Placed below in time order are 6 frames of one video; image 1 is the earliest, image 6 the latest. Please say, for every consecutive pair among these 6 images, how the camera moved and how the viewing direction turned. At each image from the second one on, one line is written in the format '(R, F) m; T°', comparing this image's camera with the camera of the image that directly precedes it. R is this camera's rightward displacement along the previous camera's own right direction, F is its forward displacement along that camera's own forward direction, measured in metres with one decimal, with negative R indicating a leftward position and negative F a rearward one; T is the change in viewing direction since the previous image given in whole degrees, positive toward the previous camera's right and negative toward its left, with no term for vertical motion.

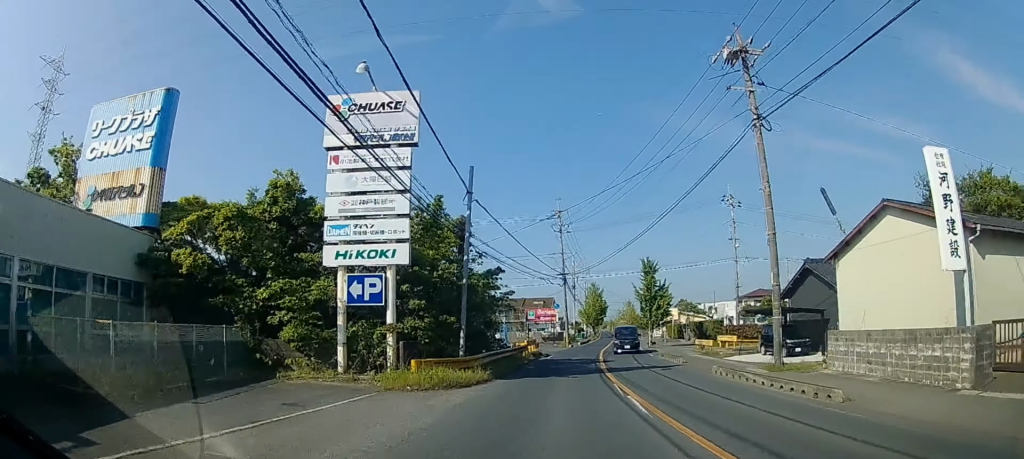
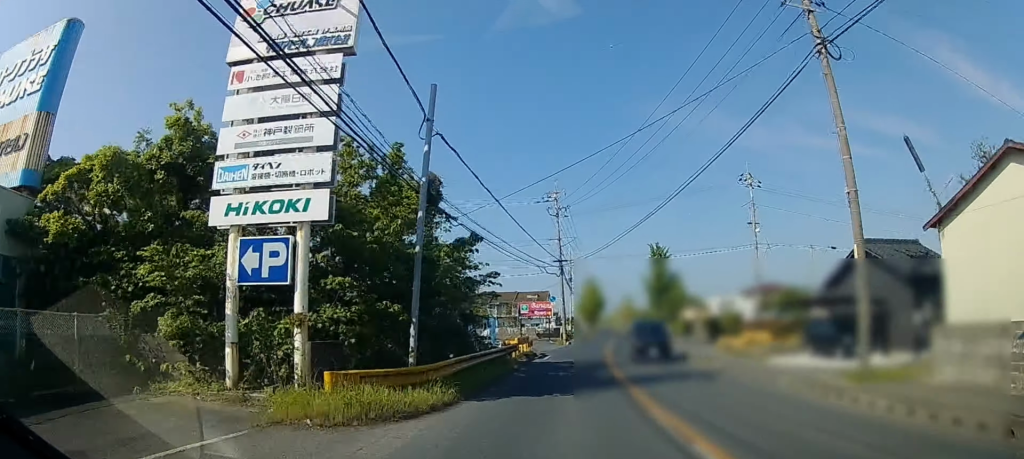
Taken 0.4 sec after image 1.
(0.0, +5.5) m; 0°
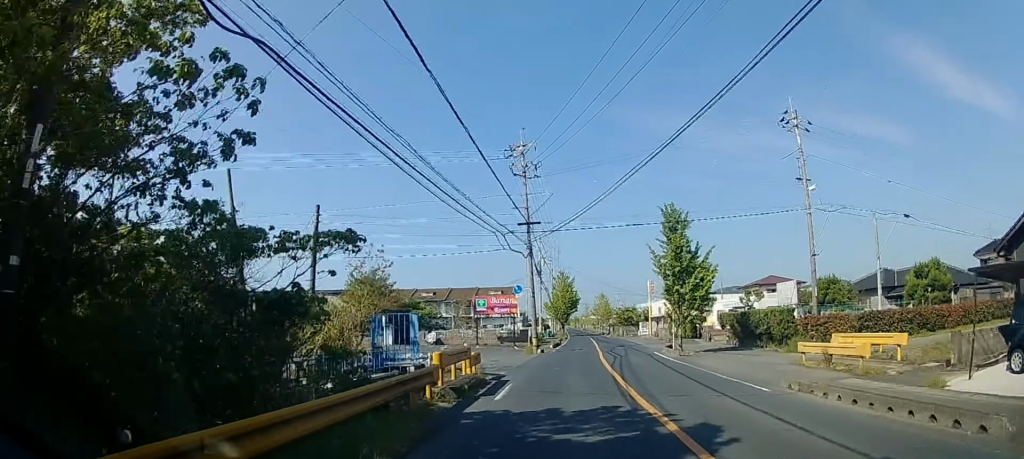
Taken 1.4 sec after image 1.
(+0.1, +13.0) m; +1°
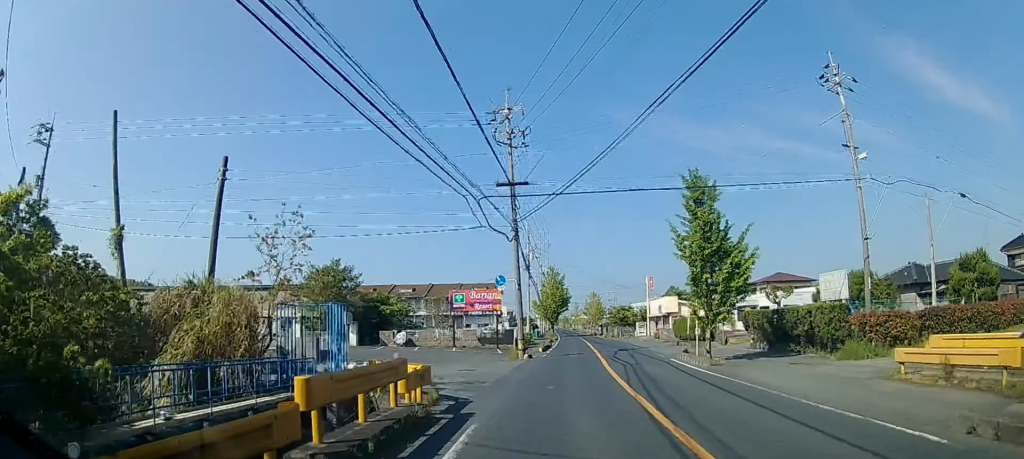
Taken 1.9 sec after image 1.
(0.0, +6.2) m; +1°
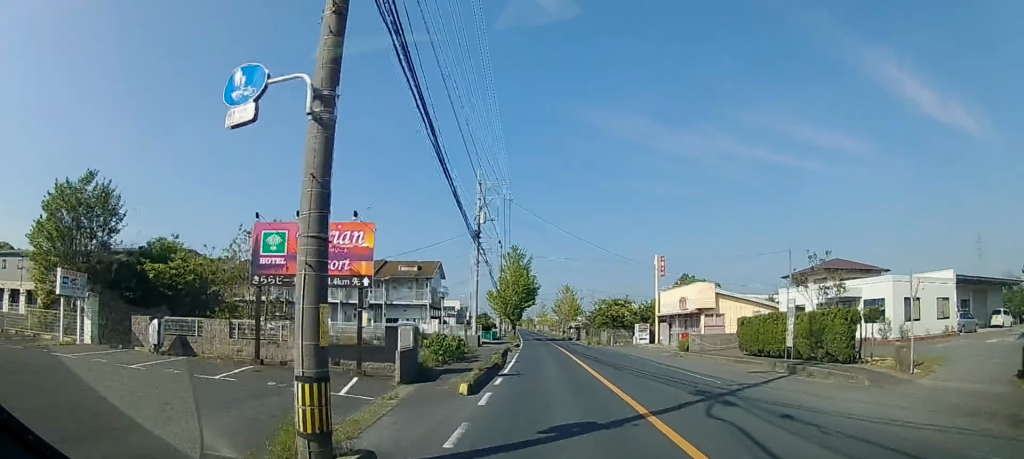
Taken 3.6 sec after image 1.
(+0.9, +23.0) m; +4°
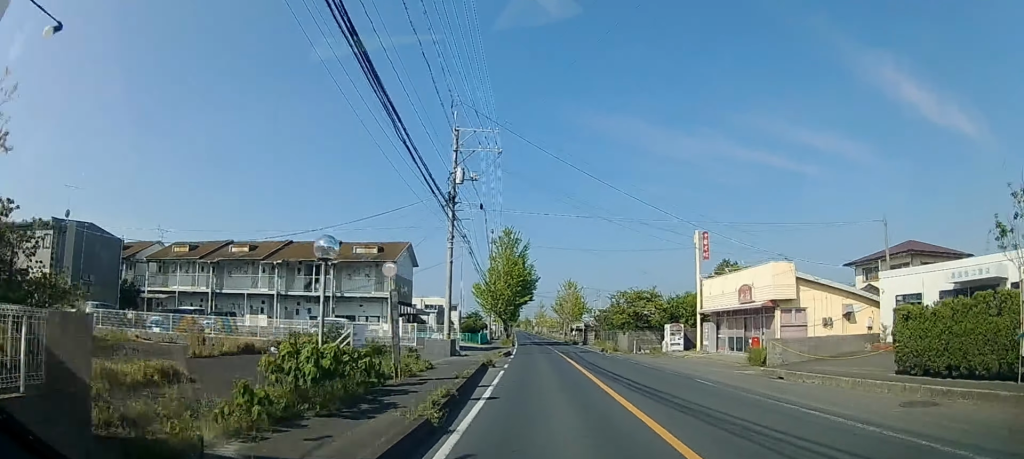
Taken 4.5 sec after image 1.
(+0.1, +12.1) m; +1°
